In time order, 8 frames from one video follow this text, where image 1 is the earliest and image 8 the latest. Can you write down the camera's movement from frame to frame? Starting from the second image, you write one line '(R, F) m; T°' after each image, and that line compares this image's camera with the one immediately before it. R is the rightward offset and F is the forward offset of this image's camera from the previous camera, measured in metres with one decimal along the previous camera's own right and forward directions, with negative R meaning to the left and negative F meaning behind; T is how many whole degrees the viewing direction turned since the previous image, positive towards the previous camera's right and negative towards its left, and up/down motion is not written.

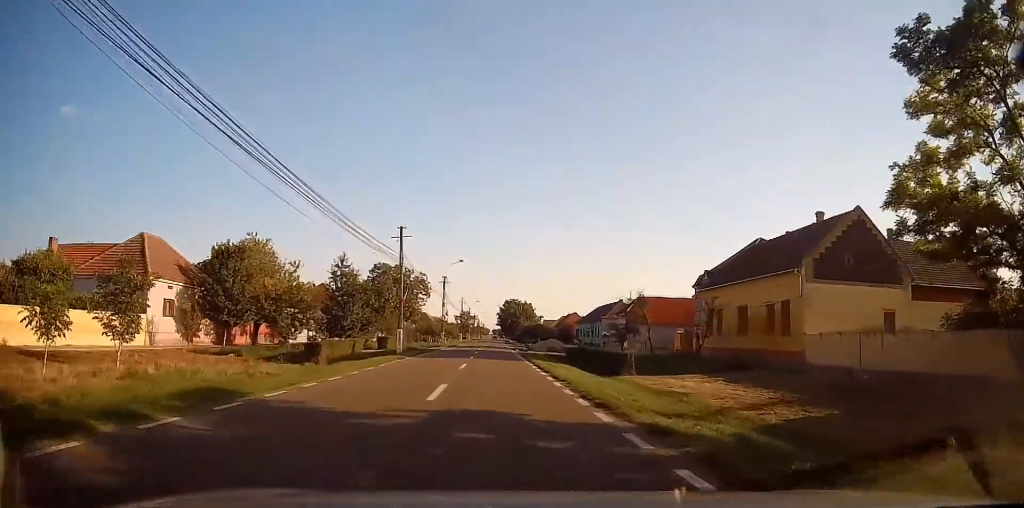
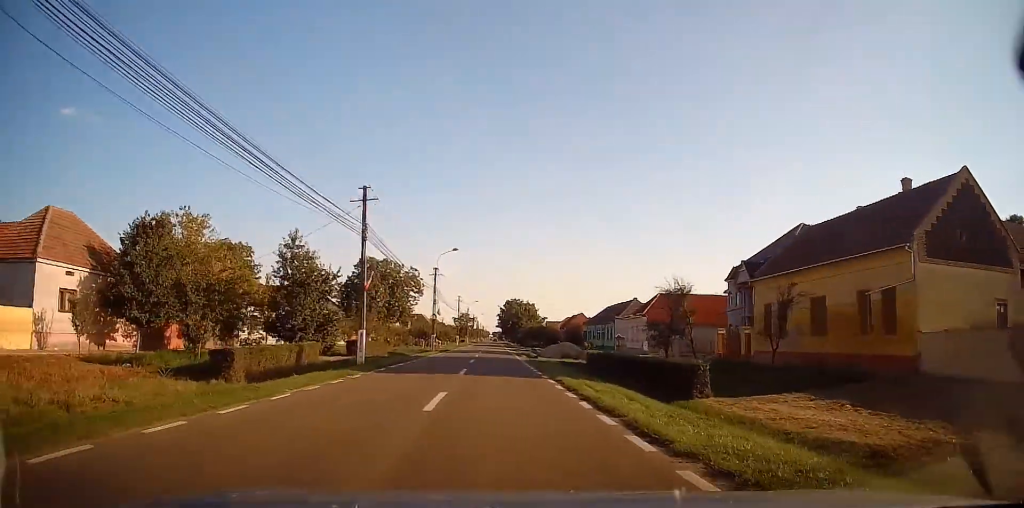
(+0.2, +10.0) m; +1°
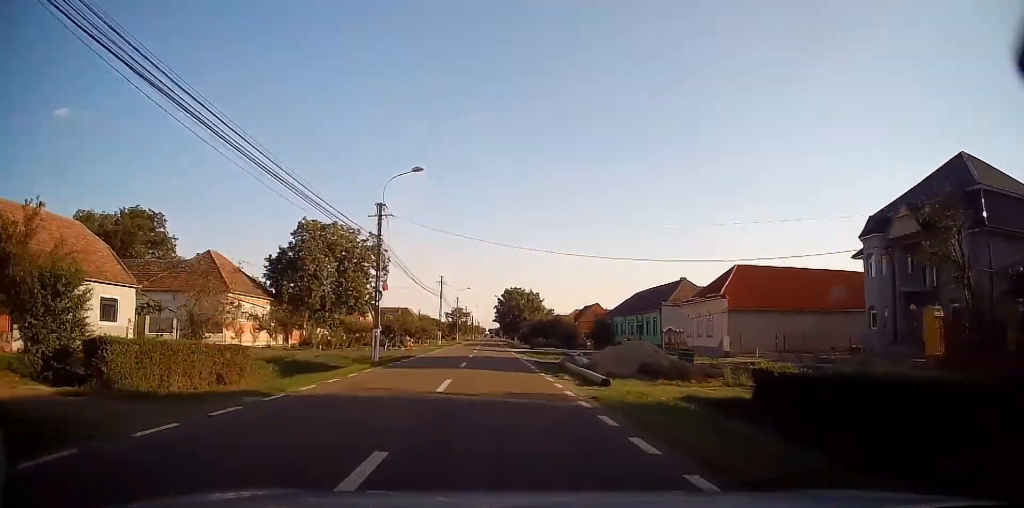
(-0.1, +24.2) m; 0°
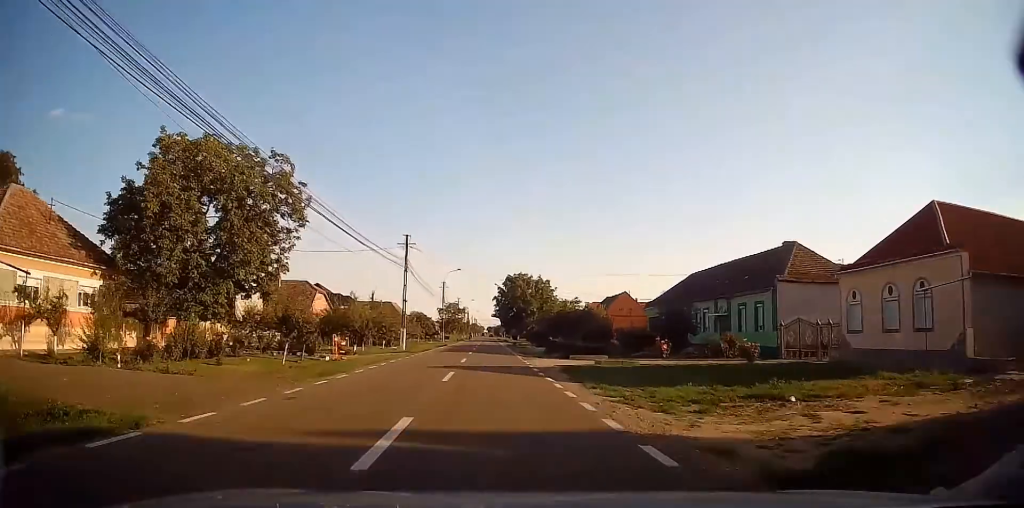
(+0.4, +24.3) m; 0°
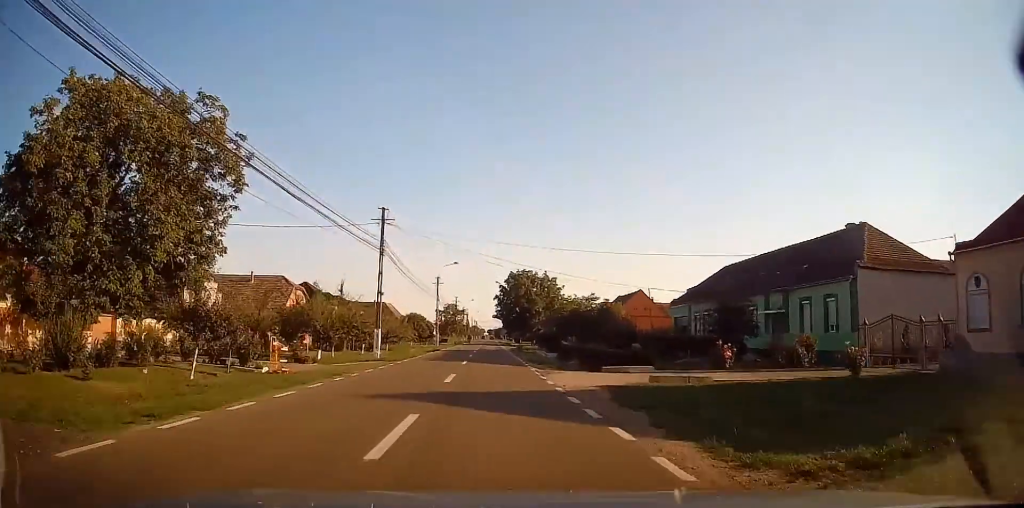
(-0.1, +8.5) m; 0°
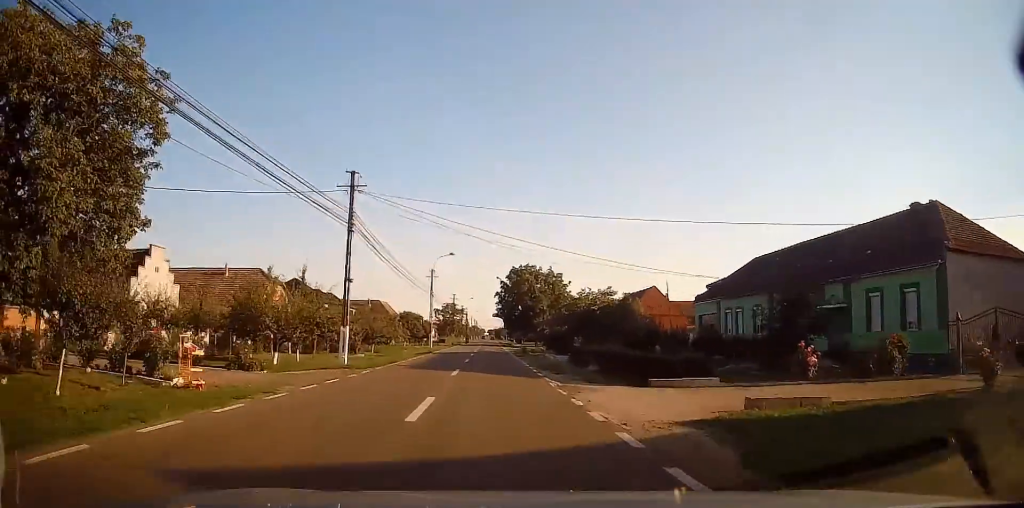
(-0.1, +6.5) m; 0°
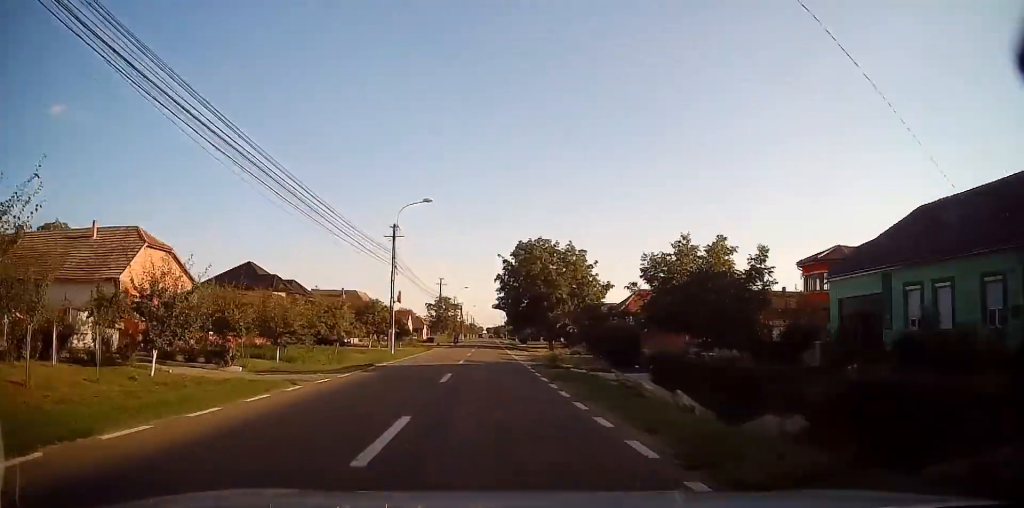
(+0.3, +20.6) m; 0°
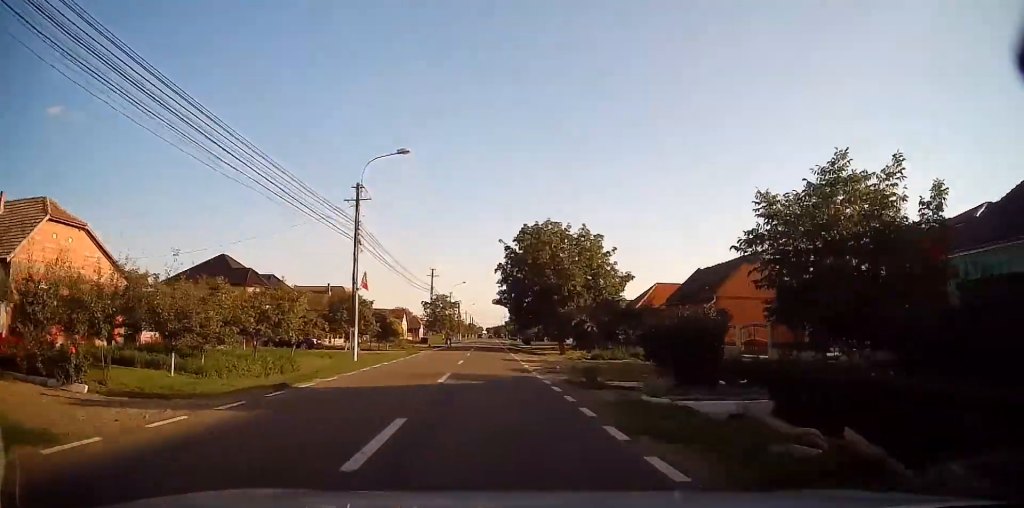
(-0.1, +9.1) m; 0°
